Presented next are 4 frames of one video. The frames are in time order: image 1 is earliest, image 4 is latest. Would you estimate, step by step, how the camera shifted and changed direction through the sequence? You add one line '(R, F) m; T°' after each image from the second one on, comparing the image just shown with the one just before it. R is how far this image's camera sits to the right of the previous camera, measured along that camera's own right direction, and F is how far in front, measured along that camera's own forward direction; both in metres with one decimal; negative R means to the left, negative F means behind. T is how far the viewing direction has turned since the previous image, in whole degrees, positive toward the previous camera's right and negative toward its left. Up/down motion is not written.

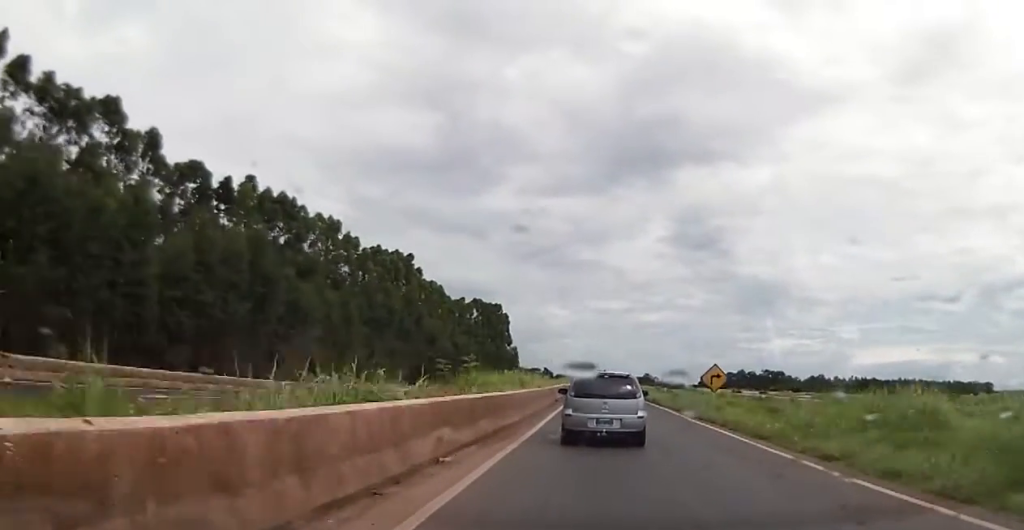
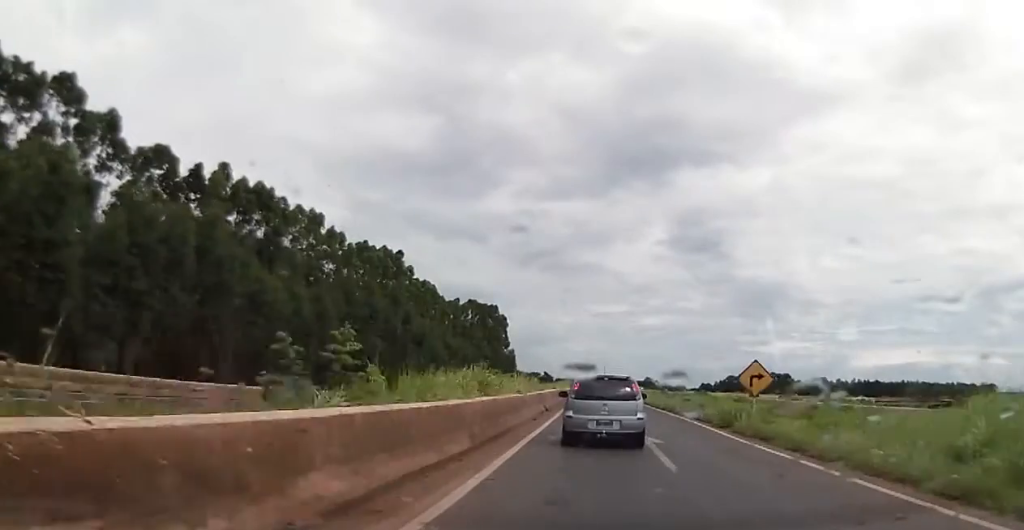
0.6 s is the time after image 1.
(-0.2, +8.4) m; -1°
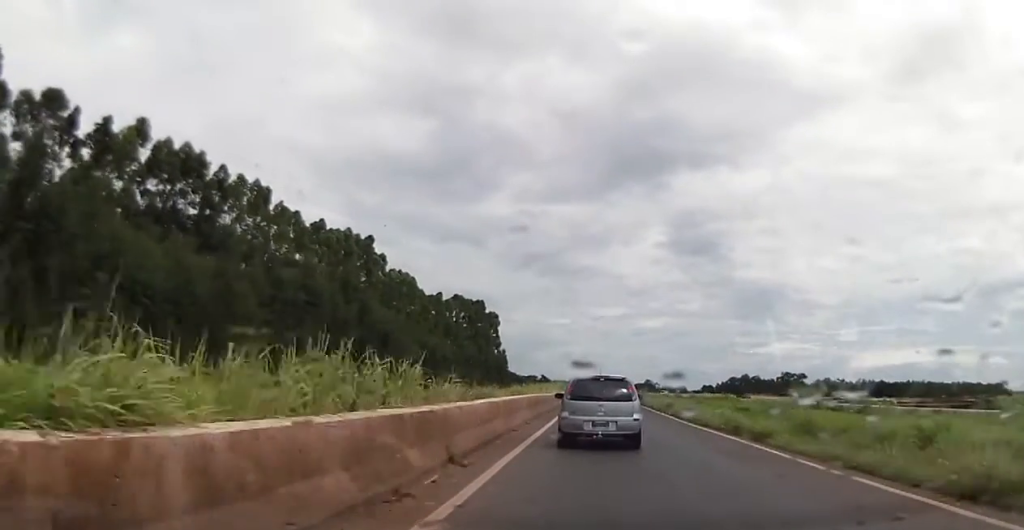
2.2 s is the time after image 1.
(+0.3, +20.6) m; +1°
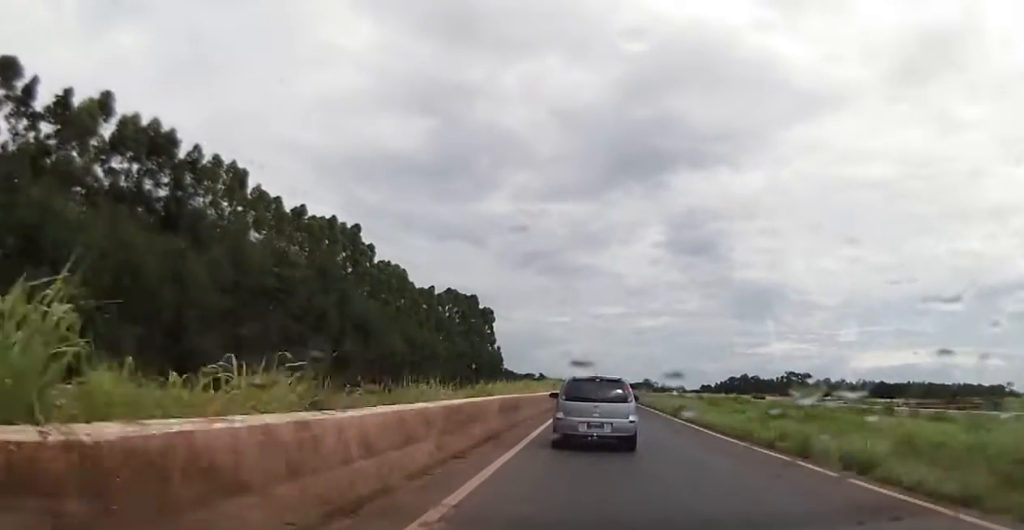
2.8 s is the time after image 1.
(+0.2, +7.5) m; -1°
